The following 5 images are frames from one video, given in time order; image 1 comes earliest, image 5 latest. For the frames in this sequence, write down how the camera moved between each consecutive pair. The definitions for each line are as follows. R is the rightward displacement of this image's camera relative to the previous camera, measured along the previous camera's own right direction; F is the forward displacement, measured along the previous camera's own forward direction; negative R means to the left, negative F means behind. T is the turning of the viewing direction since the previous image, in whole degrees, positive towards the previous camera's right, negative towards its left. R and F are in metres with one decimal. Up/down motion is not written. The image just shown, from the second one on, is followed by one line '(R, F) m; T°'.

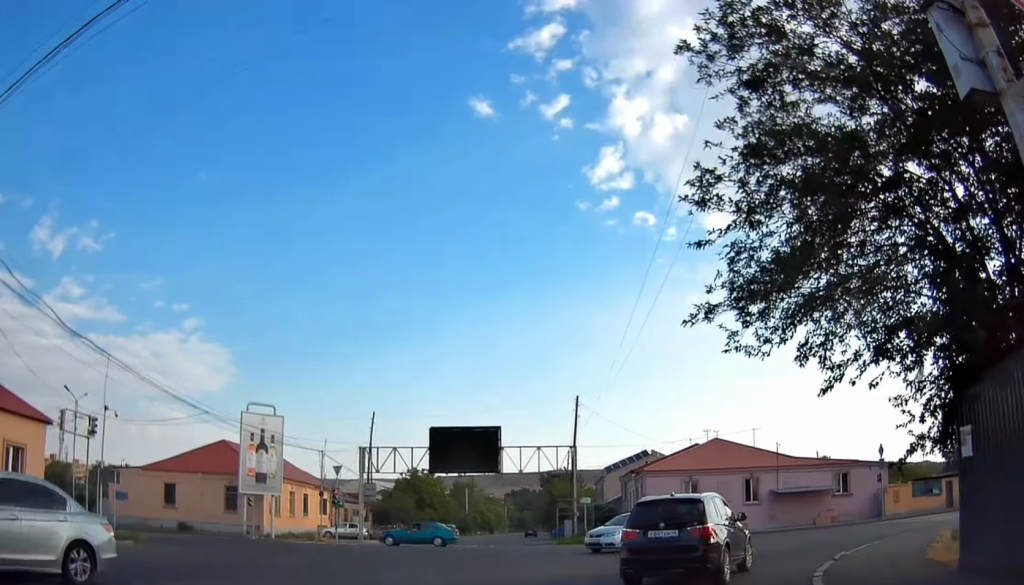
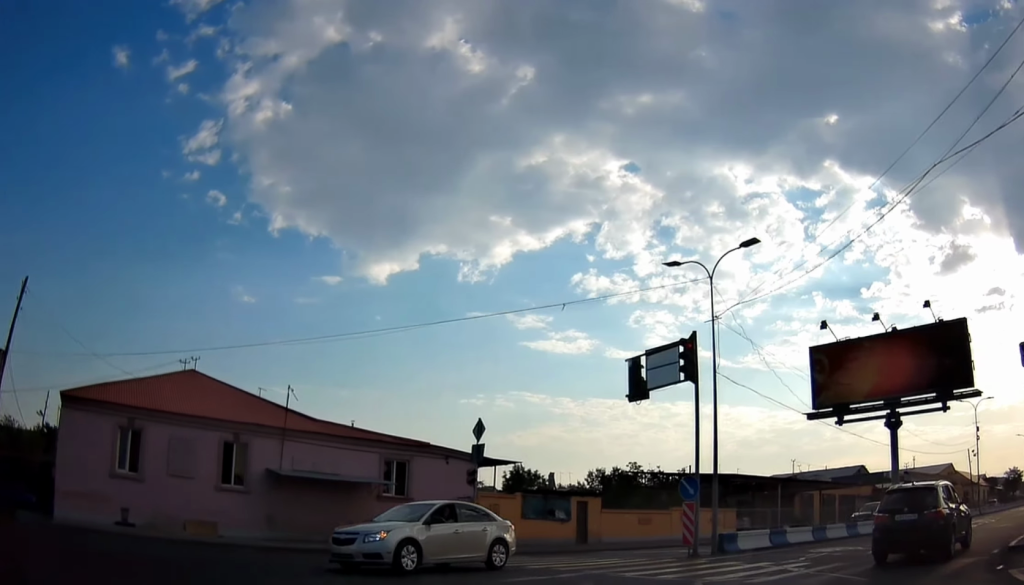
(+4.5, +20.4) m; +42°
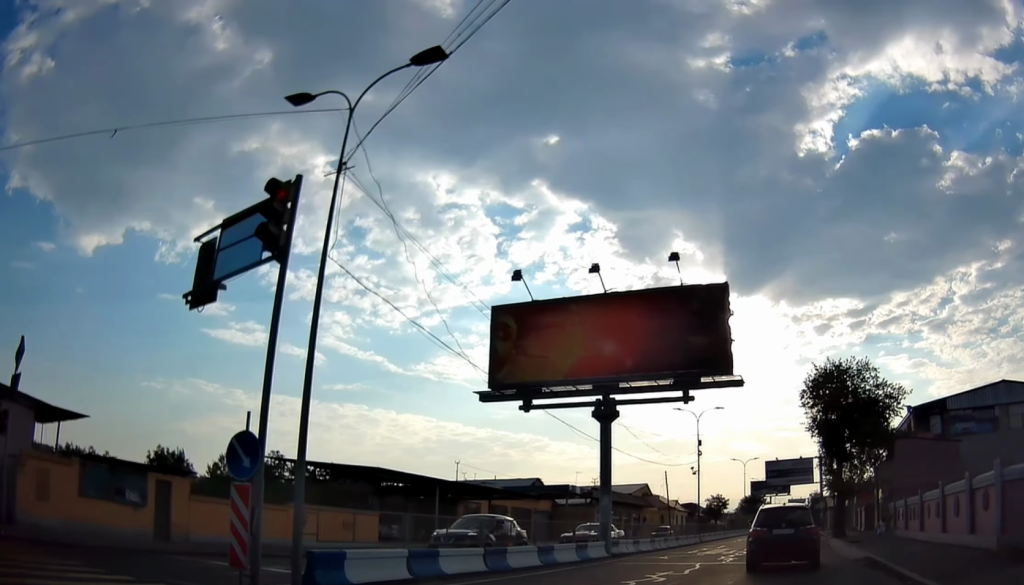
(+2.6, +9.1) m; +27°
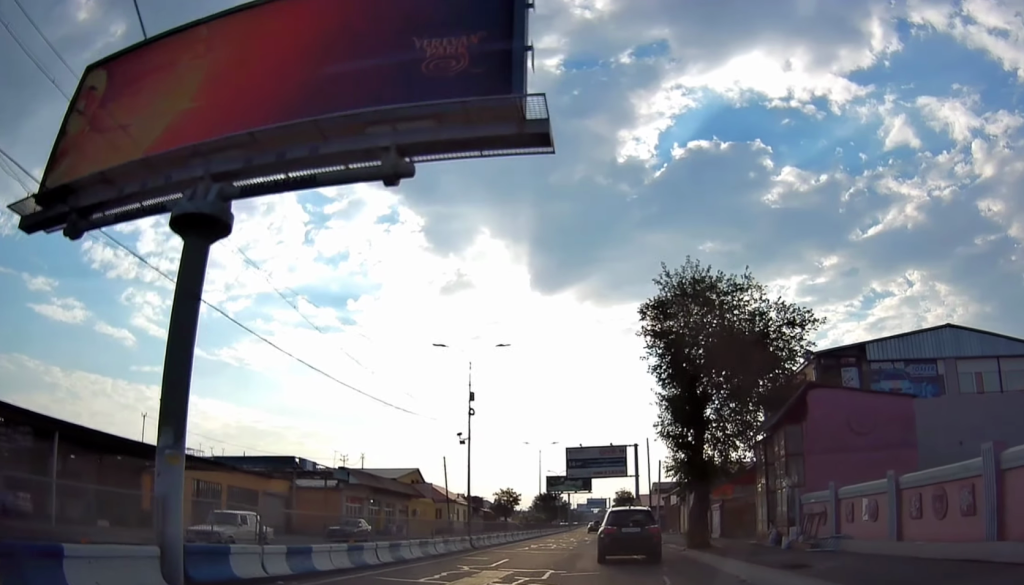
(+2.9, +15.4) m; +13°
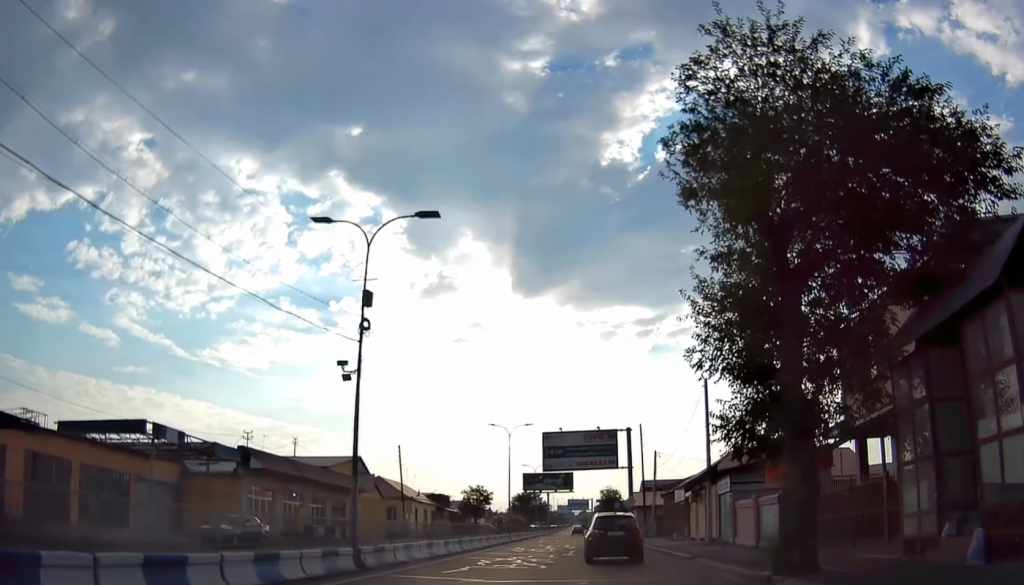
(-0.1, +13.2) m; +4°
